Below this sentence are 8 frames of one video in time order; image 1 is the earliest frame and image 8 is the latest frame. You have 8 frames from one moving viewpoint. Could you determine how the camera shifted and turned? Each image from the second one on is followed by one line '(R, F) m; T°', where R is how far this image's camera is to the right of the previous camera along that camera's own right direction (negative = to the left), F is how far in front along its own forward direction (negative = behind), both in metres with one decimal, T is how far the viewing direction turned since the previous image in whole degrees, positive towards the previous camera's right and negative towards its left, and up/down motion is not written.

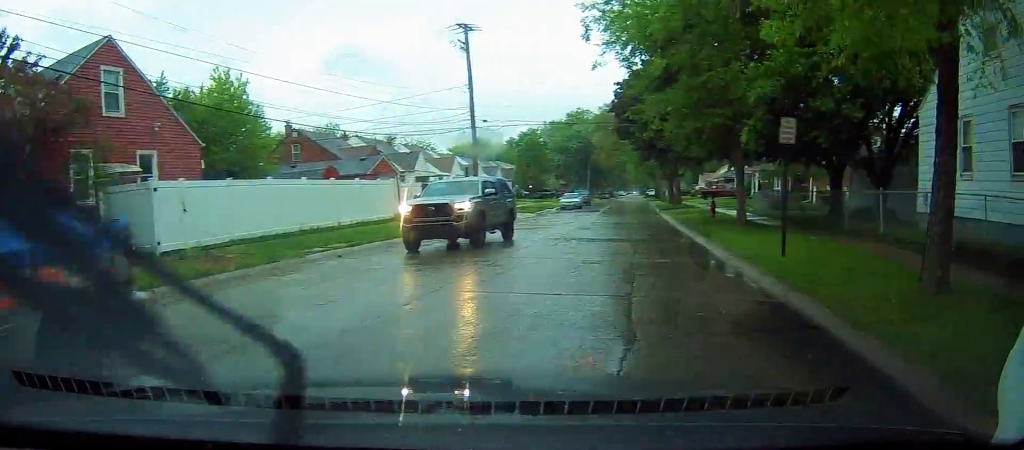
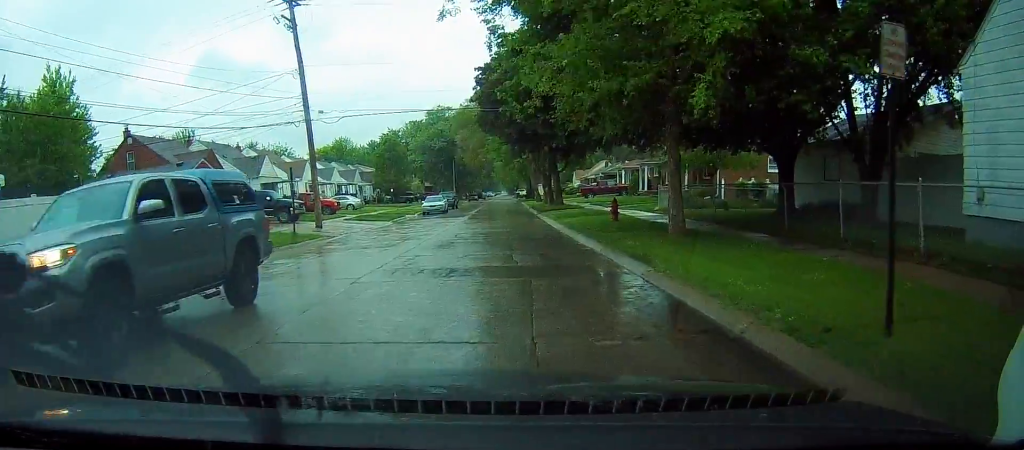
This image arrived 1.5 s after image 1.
(+0.9, +6.7) m; +4°
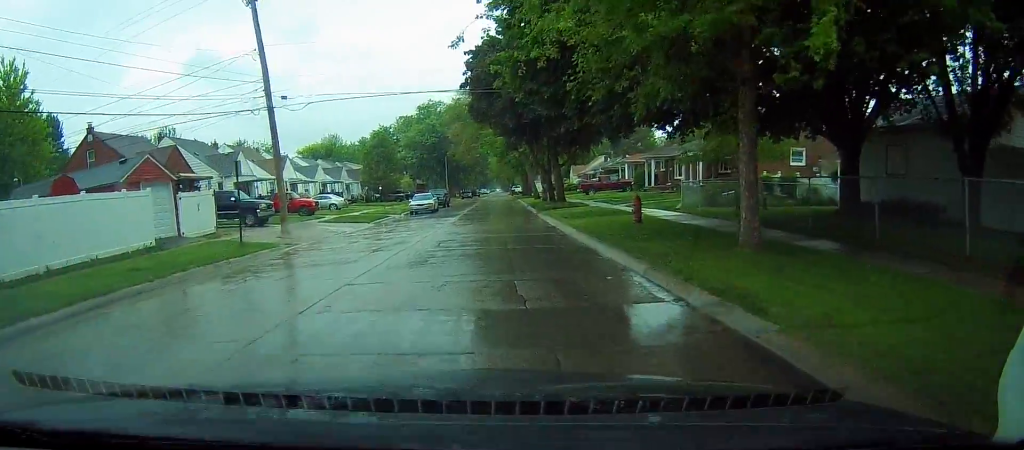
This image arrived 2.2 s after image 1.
(-0.2, +4.5) m; -1°
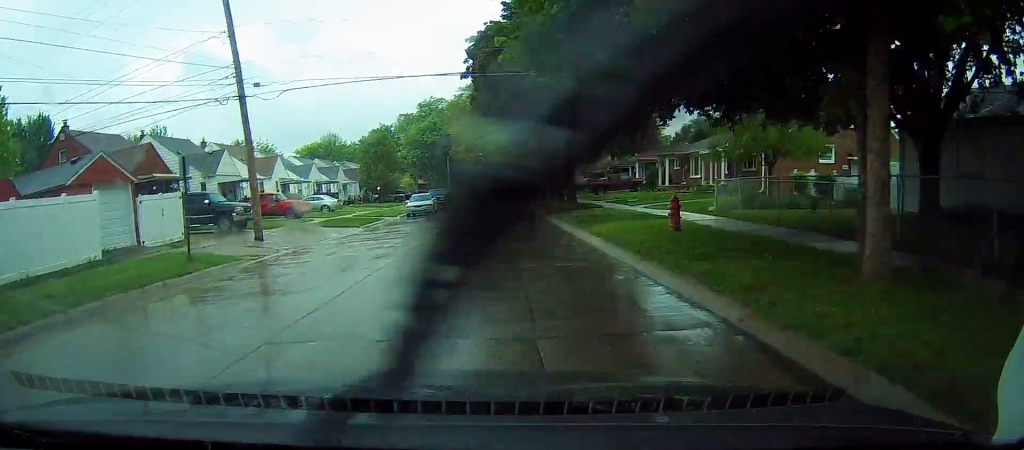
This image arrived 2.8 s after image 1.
(-0.2, +3.4) m; 0°
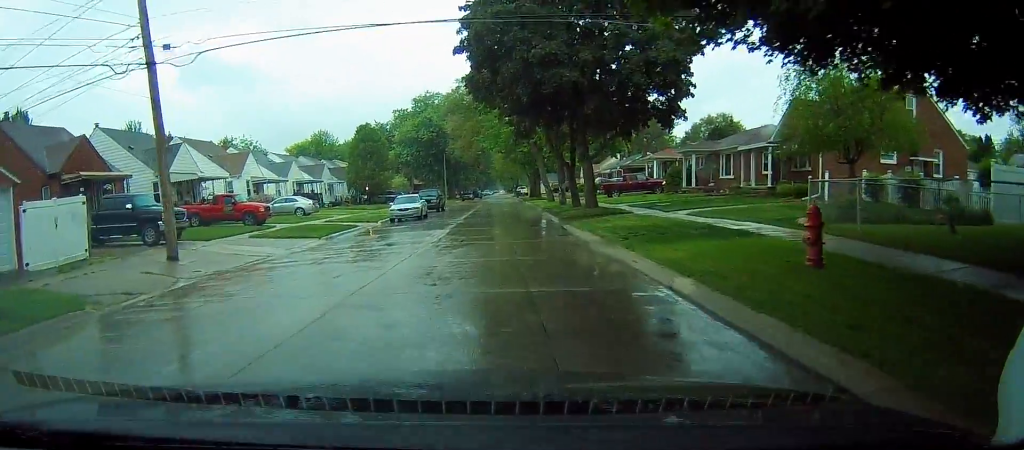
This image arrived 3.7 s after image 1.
(+0.5, +6.8) m; +1°
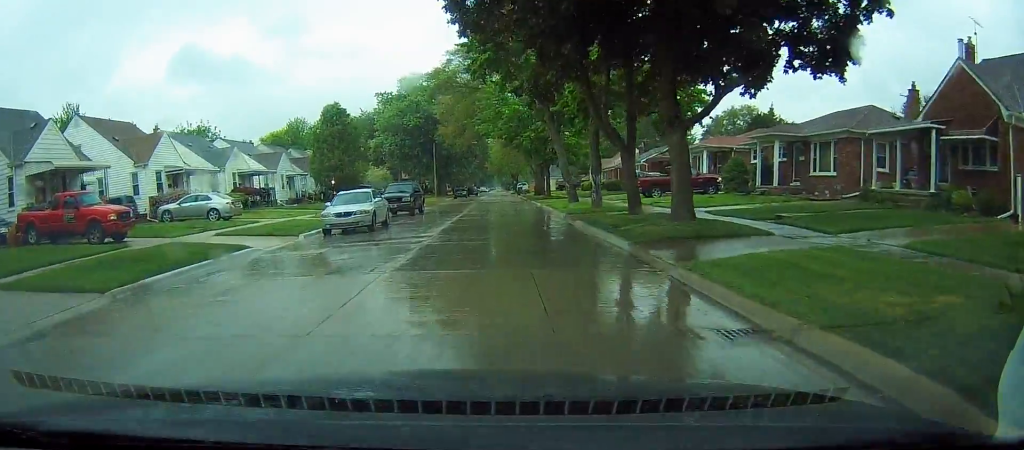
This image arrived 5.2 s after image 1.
(-0.1, +13.8) m; +1°
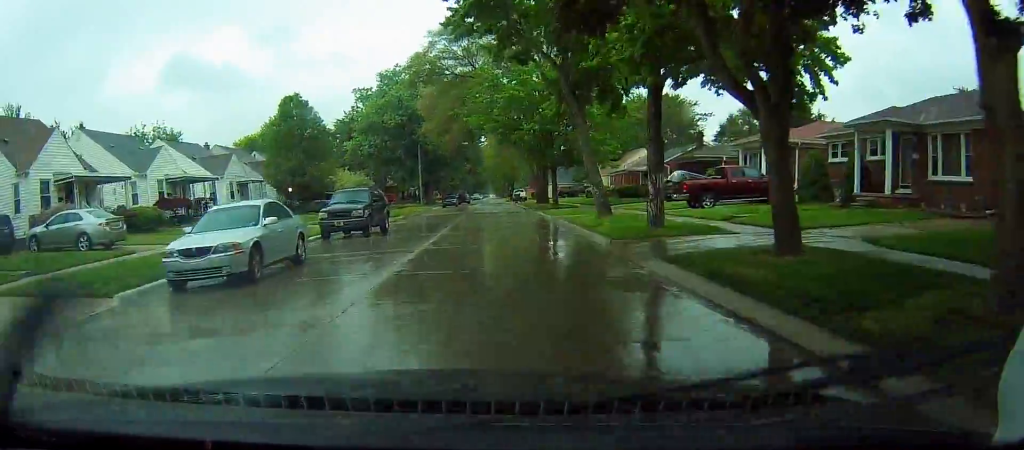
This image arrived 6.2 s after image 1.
(0.0, +10.7) m; 0°
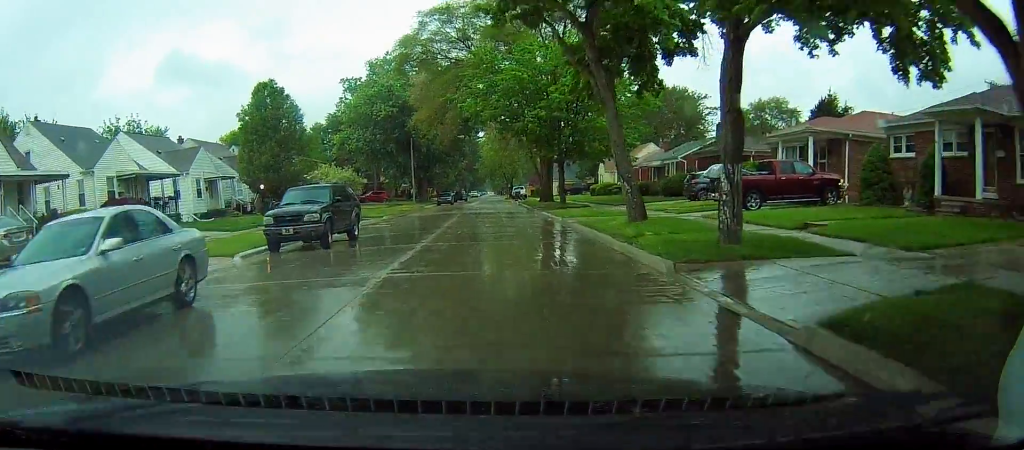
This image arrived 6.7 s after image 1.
(-0.2, +5.5) m; 0°
